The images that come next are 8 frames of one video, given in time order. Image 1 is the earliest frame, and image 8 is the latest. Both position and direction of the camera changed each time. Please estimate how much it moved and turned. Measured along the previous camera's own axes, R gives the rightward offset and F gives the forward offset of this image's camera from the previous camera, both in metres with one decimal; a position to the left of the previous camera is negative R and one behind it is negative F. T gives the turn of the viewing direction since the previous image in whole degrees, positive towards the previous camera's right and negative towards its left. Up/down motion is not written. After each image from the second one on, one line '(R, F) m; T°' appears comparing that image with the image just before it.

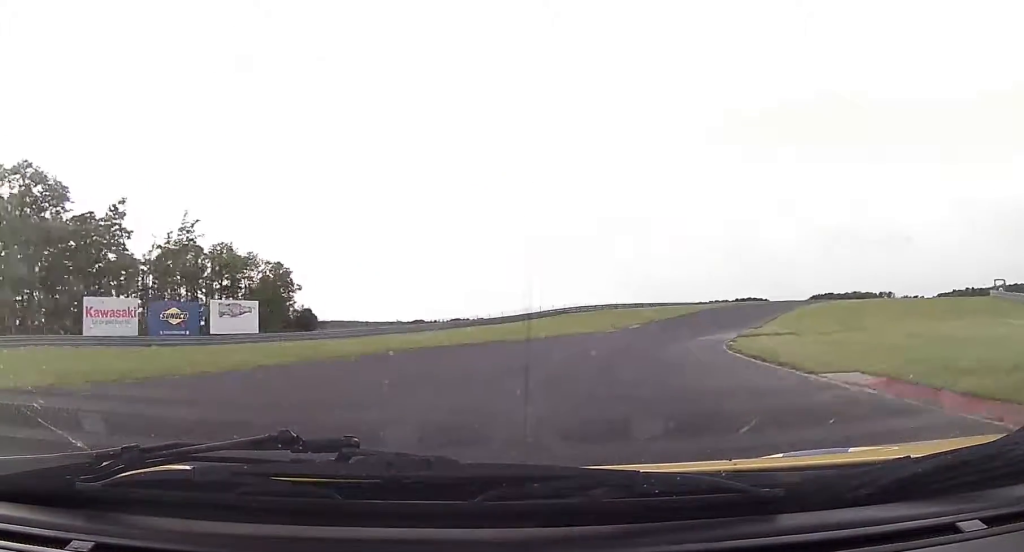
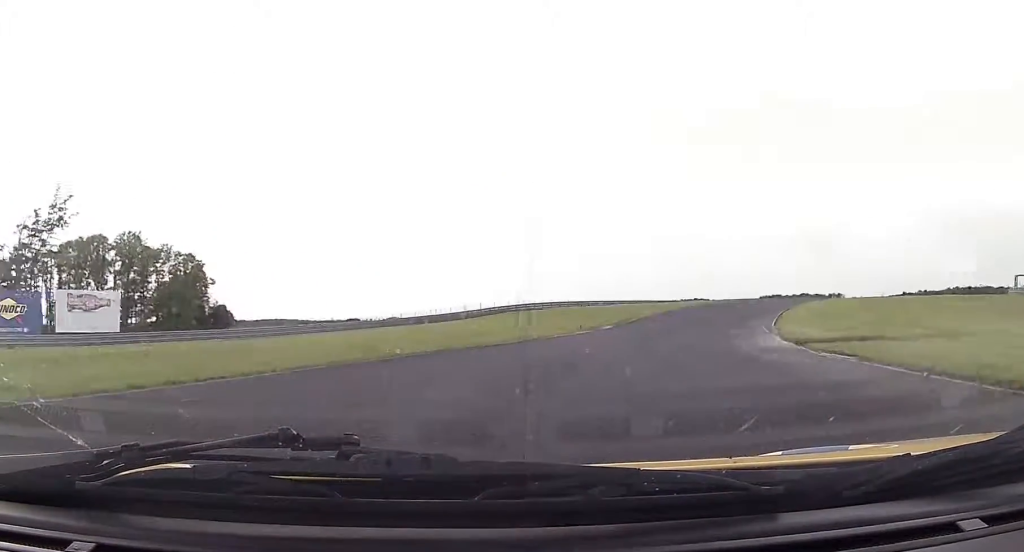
(+0.5, +16.9) m; +5°
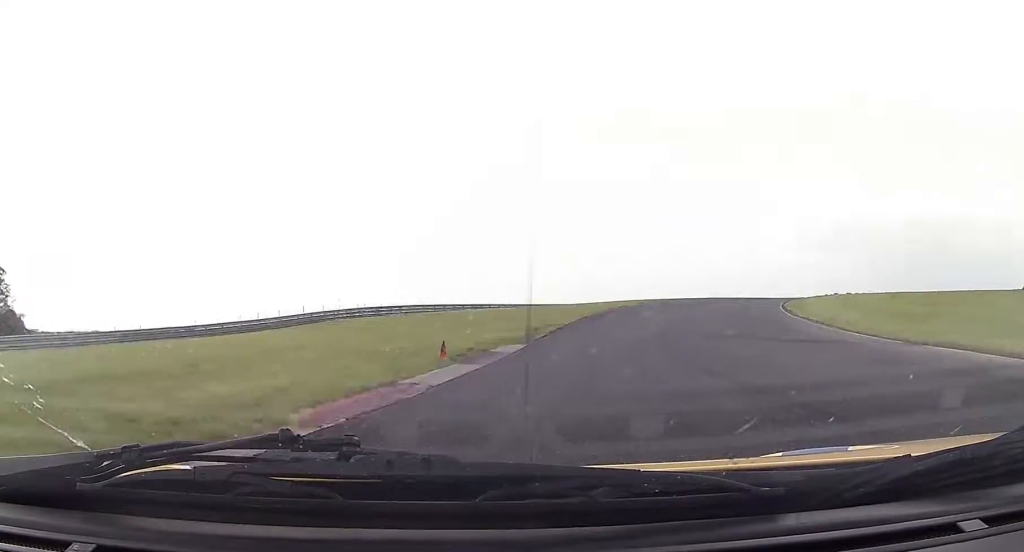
(+2.6, +28.5) m; +14°
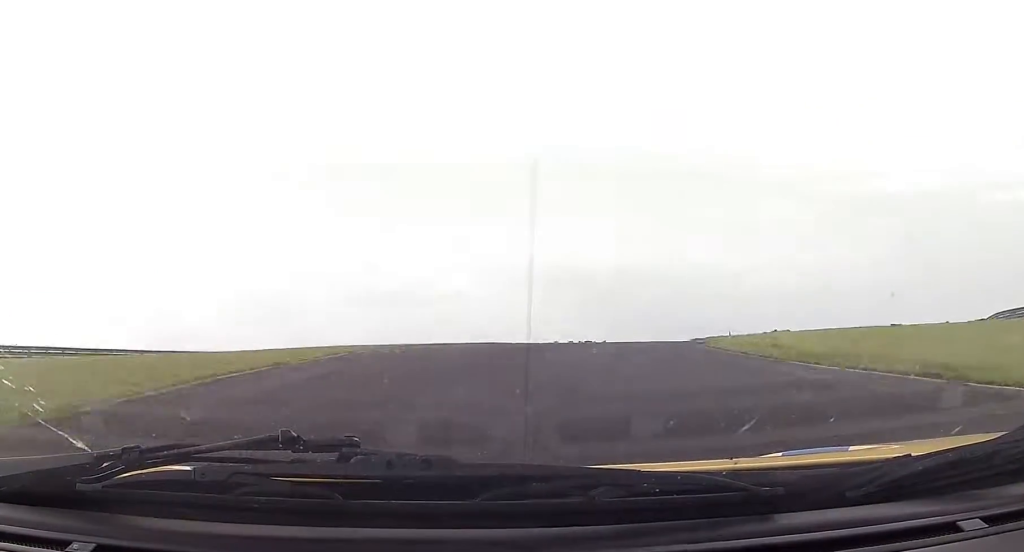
(+7.0, +32.9) m; +25°
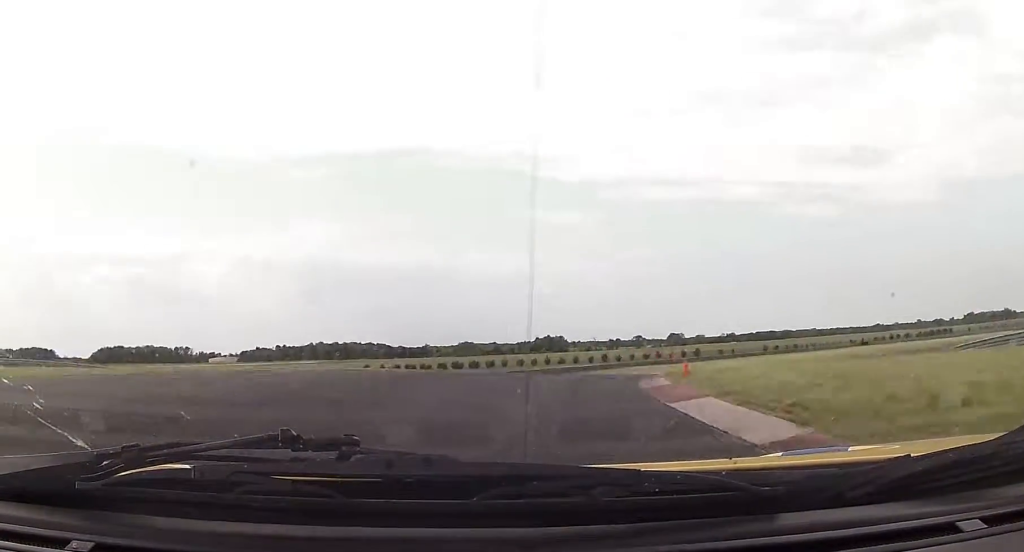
(+4.7, +26.3) m; +18°
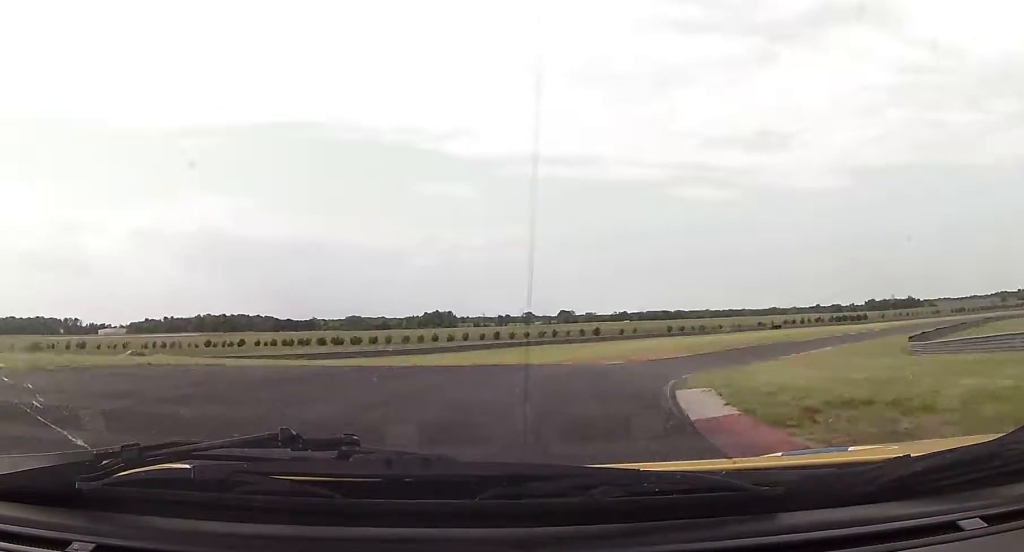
(+0.5, +13.2) m; +8°
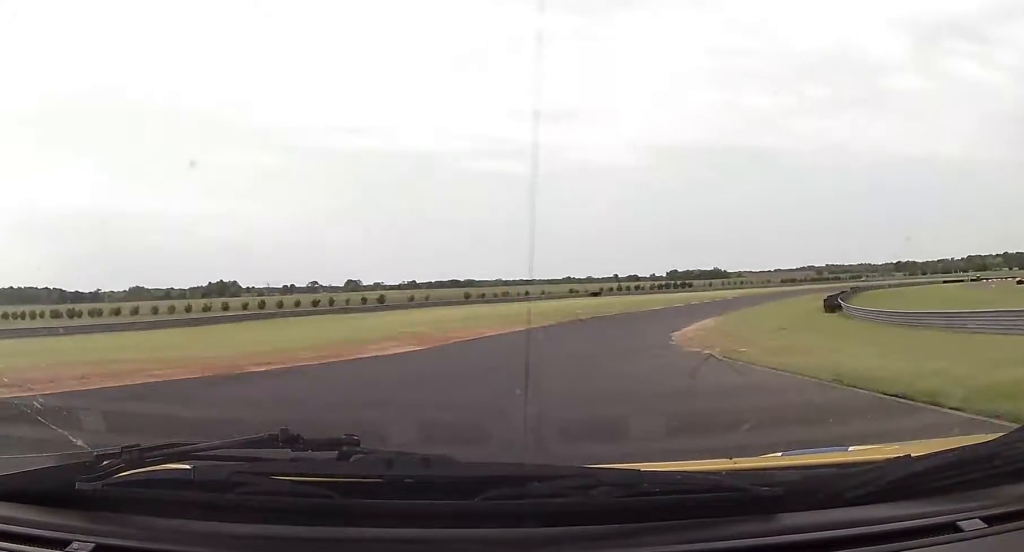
(+3.7, +29.1) m; +14°
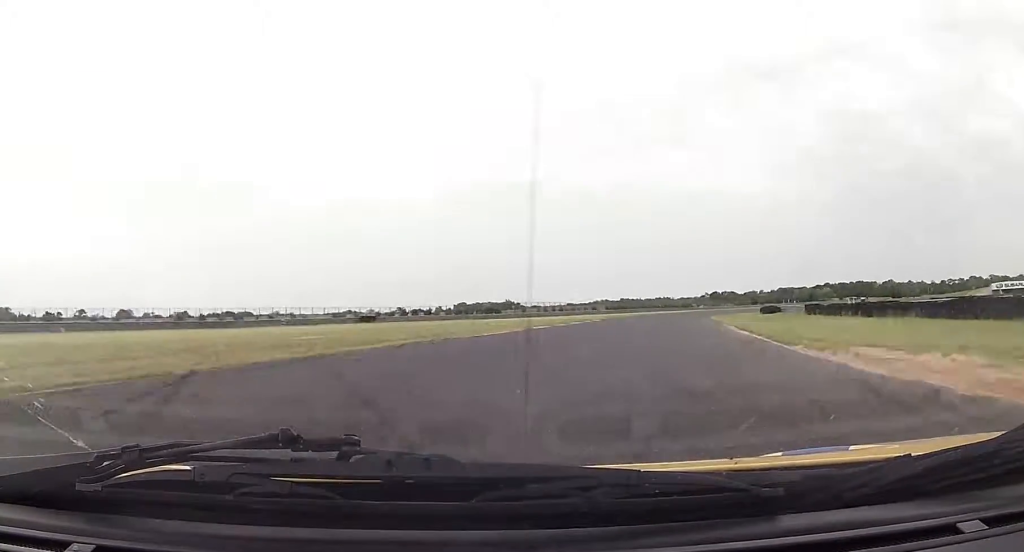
(+10.3, +53.5) m; +19°
